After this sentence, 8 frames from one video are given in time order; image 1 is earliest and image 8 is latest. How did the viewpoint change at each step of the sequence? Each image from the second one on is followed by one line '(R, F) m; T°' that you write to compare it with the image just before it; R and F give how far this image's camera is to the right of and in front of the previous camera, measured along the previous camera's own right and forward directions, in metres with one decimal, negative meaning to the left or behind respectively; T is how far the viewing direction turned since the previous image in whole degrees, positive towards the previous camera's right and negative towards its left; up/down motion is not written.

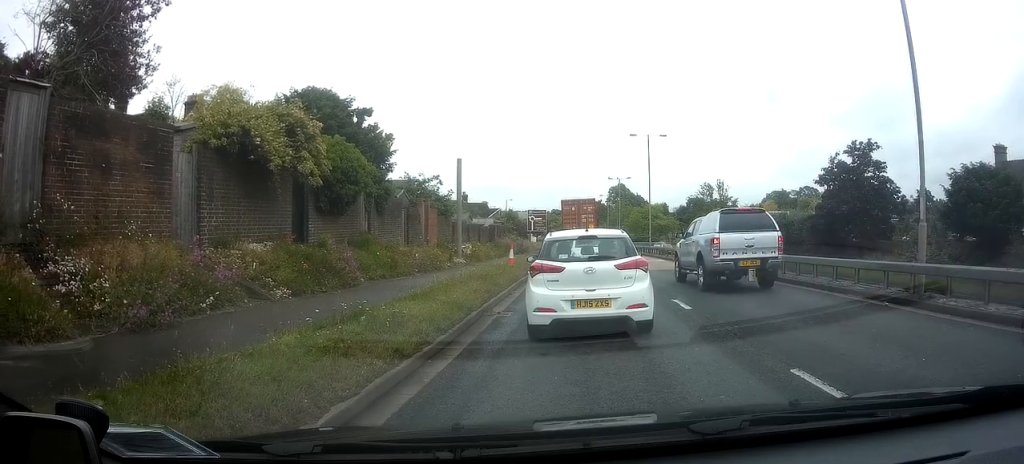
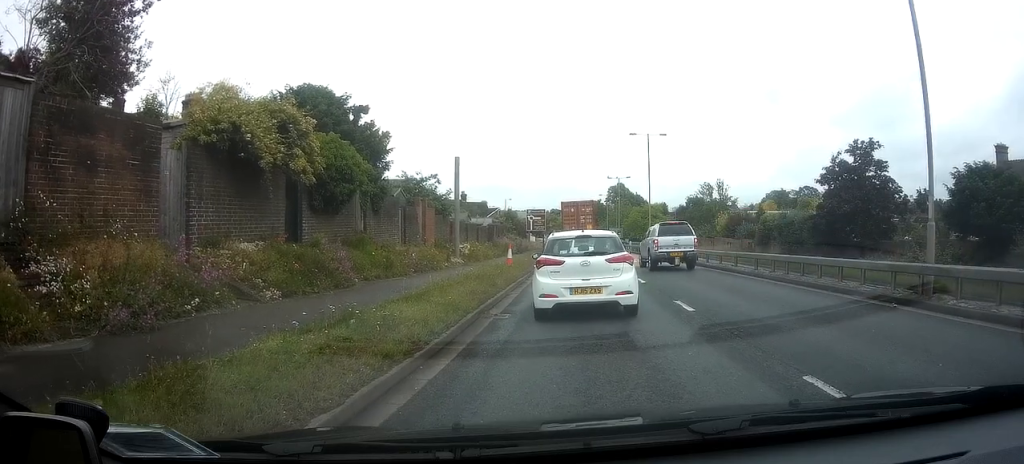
(0.0, 0.0) m; 0°
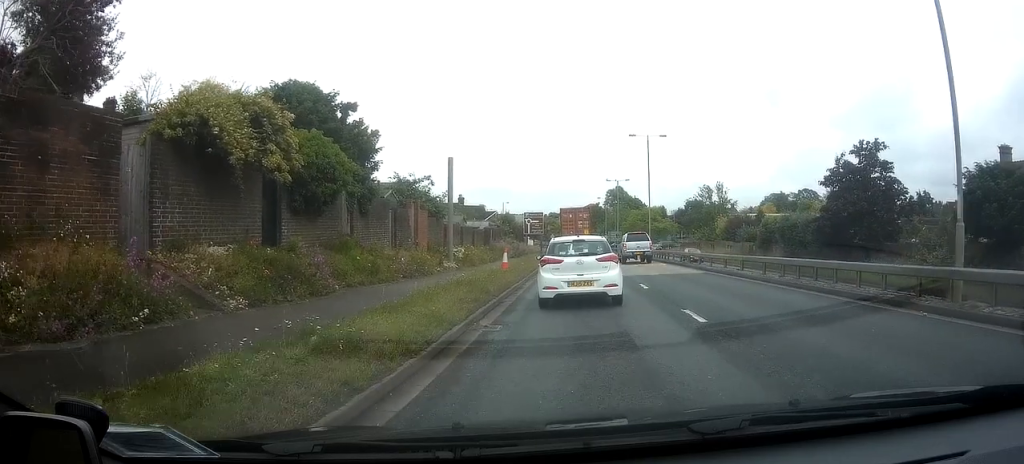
(0.0, 0.0) m; 0°
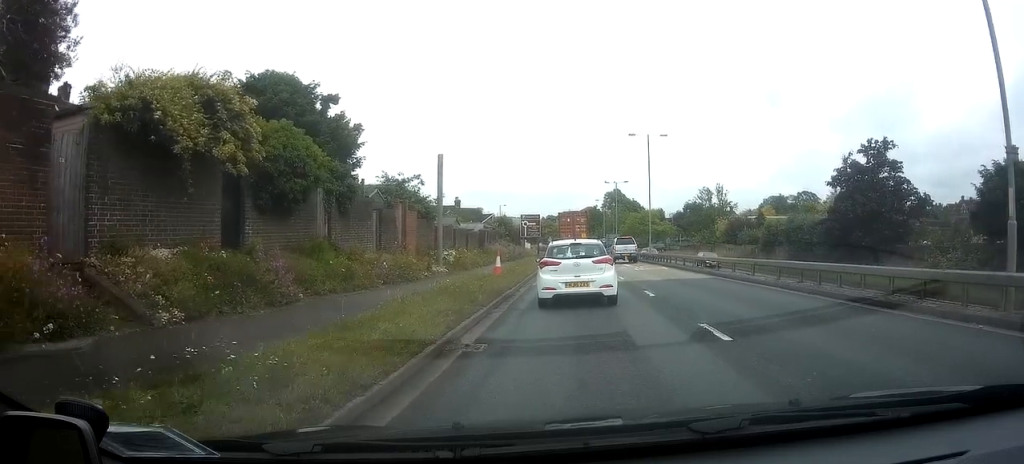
(-0.1, +0.1) m; 0°
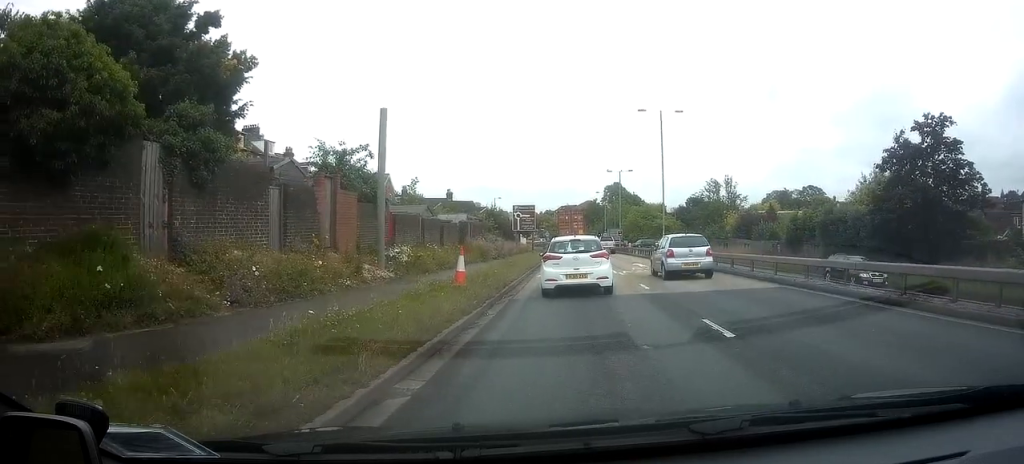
(-0.1, +2.7) m; -1°
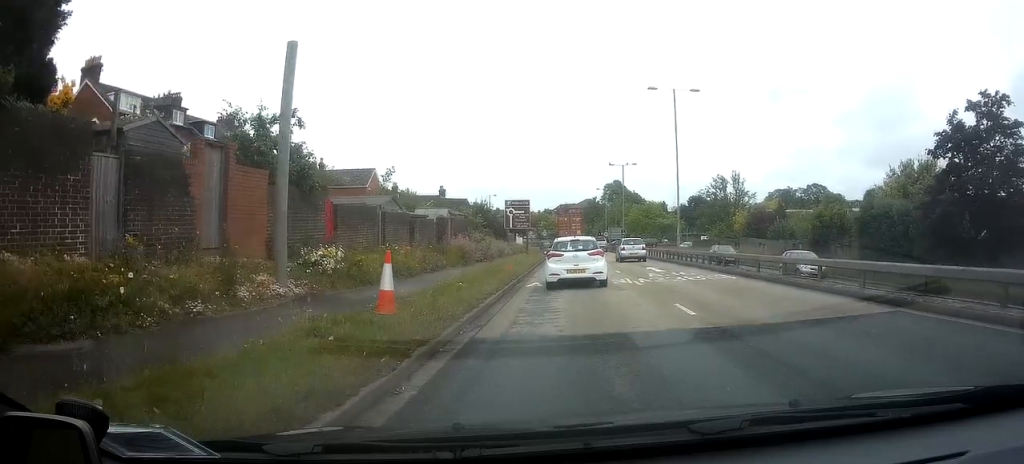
(-0.1, +4.9) m; -4°
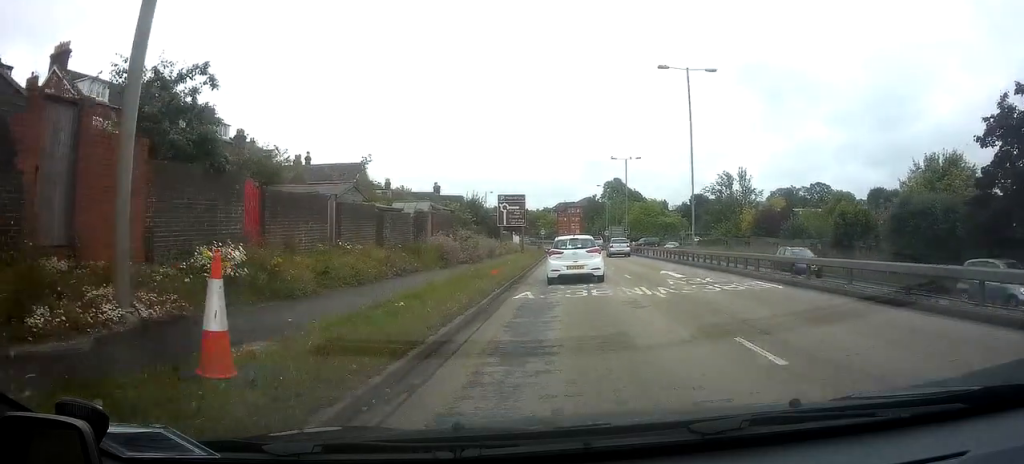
(-0.1, +3.8) m; +1°
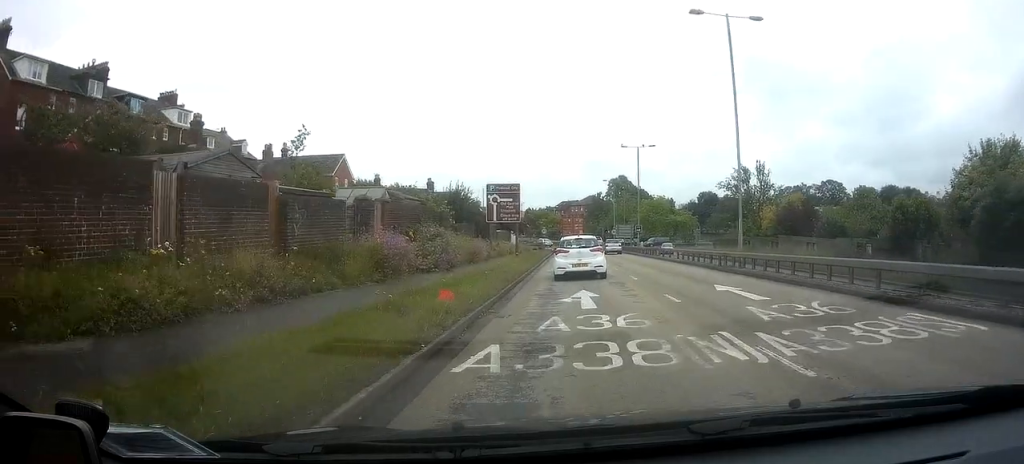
(+0.2, +7.1) m; +1°
